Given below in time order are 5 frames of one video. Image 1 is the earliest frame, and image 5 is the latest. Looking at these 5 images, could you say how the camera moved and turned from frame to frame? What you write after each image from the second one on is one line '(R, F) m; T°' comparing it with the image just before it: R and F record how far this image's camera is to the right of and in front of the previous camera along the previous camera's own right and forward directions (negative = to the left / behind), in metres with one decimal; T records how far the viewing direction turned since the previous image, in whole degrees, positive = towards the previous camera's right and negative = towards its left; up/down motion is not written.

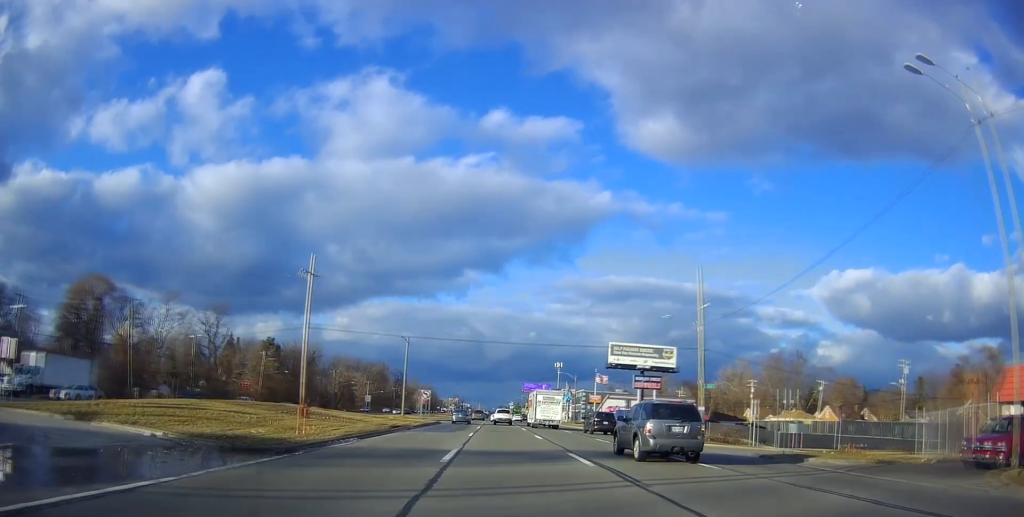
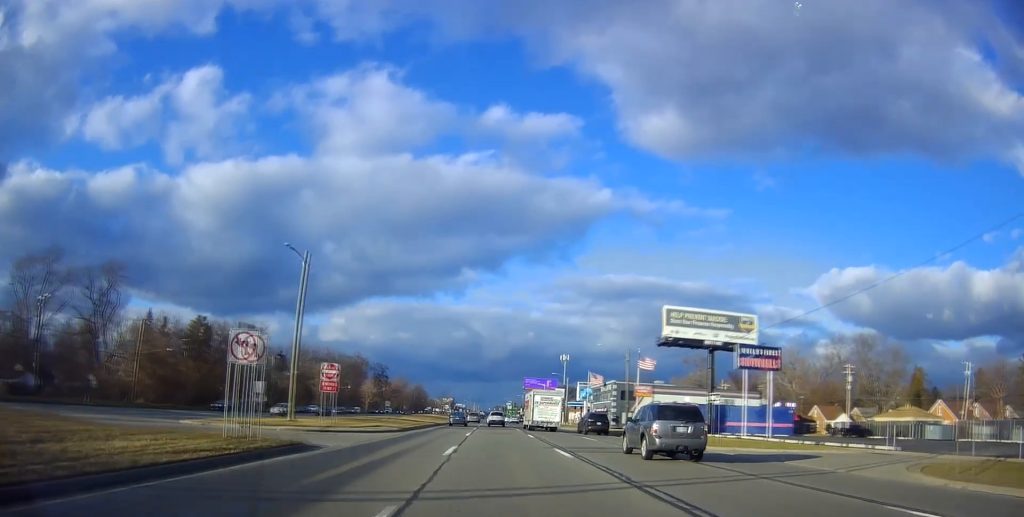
(-0.6, +42.8) m; -1°
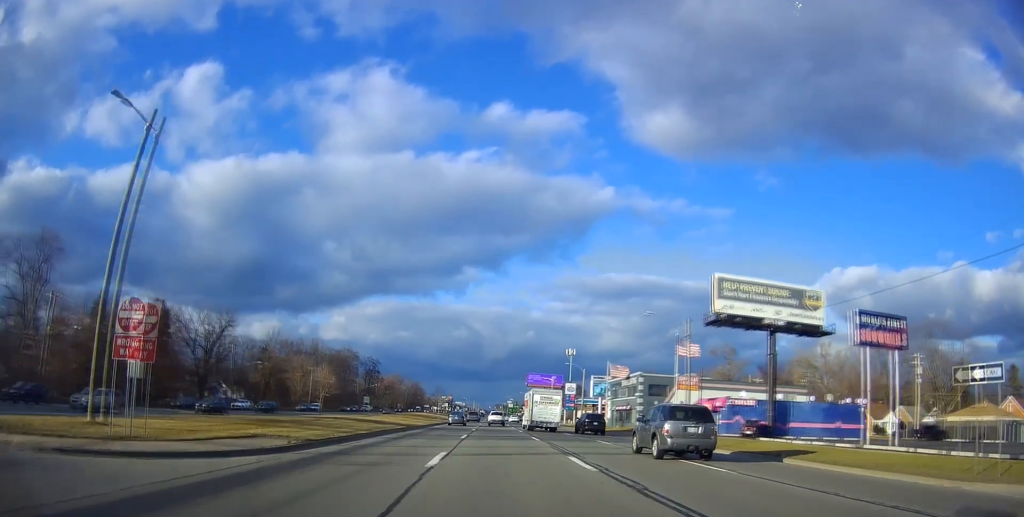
(+0.3, +19.7) m; +1°
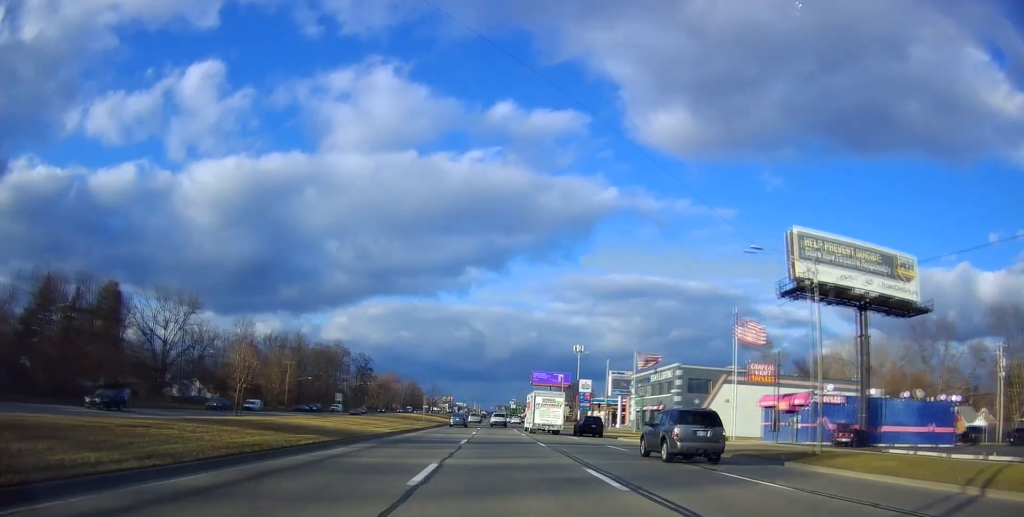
(+0.2, +18.2) m; 0°
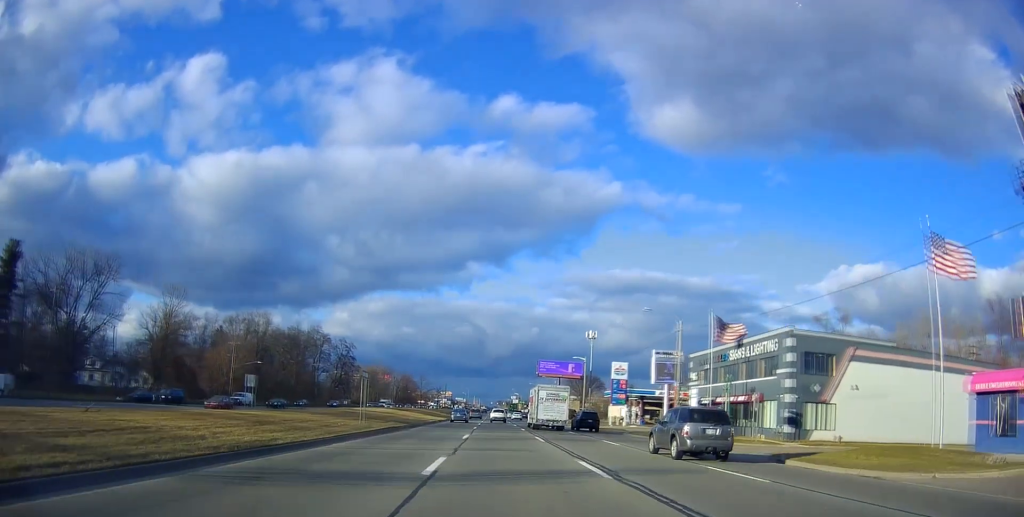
(-0.8, +29.2) m; -1°
